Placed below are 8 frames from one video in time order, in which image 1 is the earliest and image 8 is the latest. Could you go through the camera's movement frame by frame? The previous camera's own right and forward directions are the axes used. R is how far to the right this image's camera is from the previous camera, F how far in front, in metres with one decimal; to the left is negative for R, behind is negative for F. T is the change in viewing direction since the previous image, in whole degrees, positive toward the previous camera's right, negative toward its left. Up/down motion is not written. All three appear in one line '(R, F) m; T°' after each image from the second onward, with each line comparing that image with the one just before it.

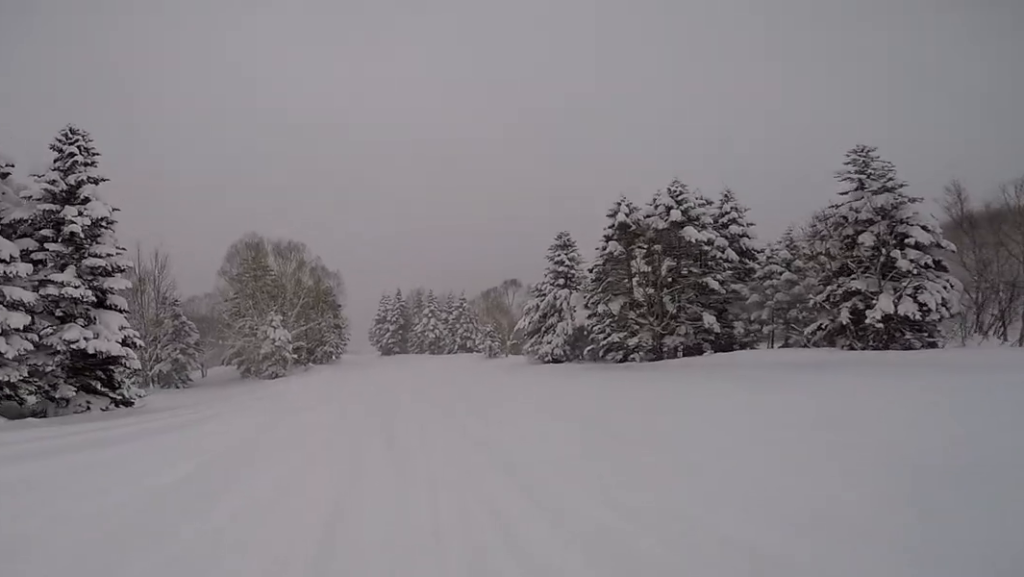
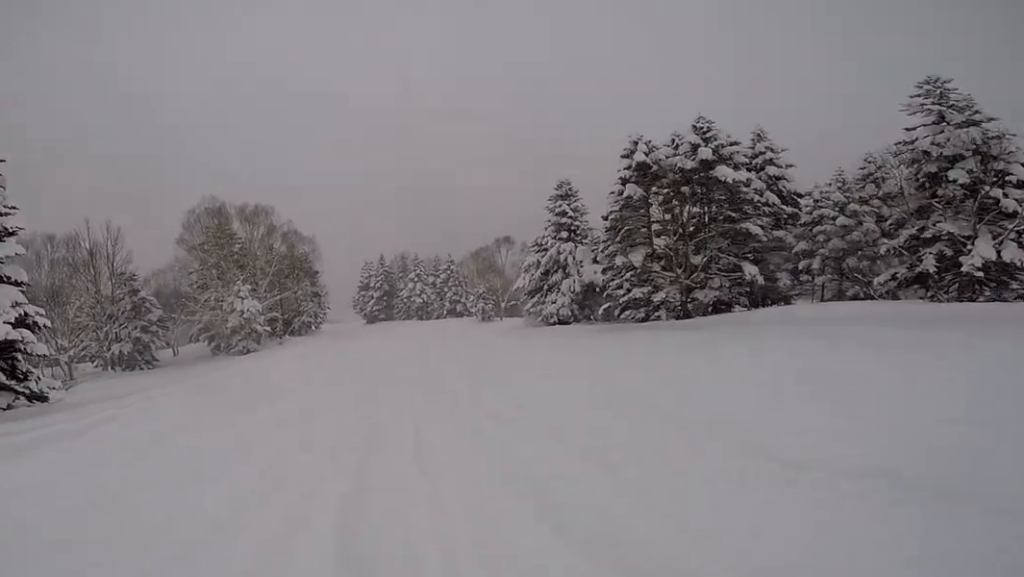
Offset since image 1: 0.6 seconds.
(+0.4, +4.8) m; +6°
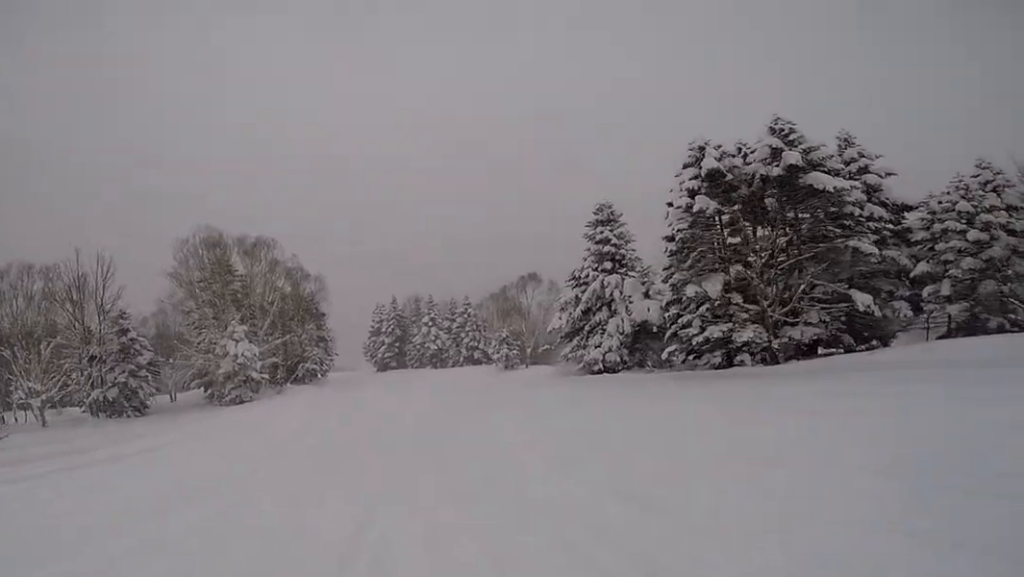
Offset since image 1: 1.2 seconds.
(+0.3, +5.3) m; +7°
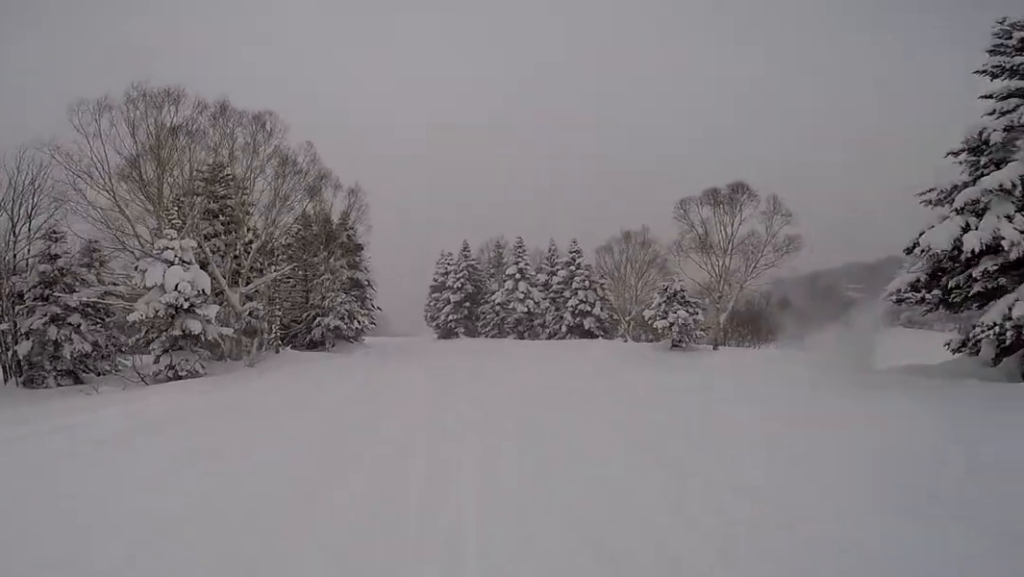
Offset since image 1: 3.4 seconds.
(-2.4, +18.8) m; -14°
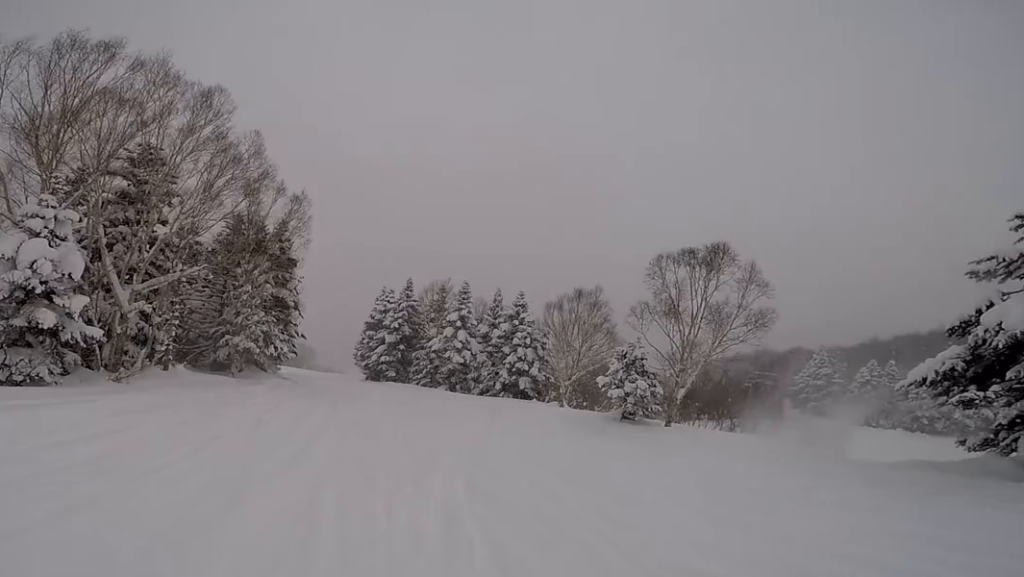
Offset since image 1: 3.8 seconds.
(+0.5, +4.0) m; -2°
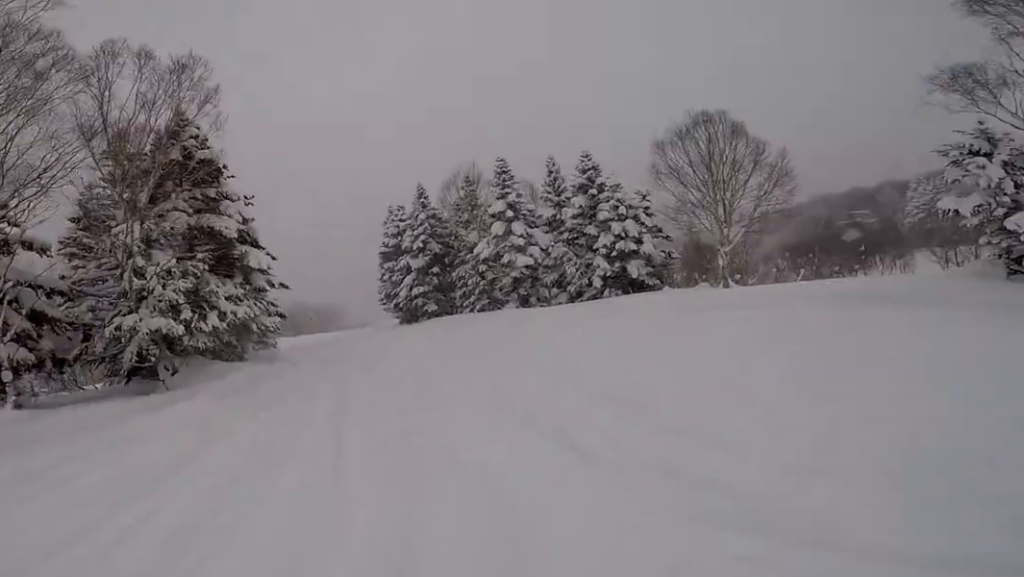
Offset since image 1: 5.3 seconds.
(-1.2, +13.6) m; +1°
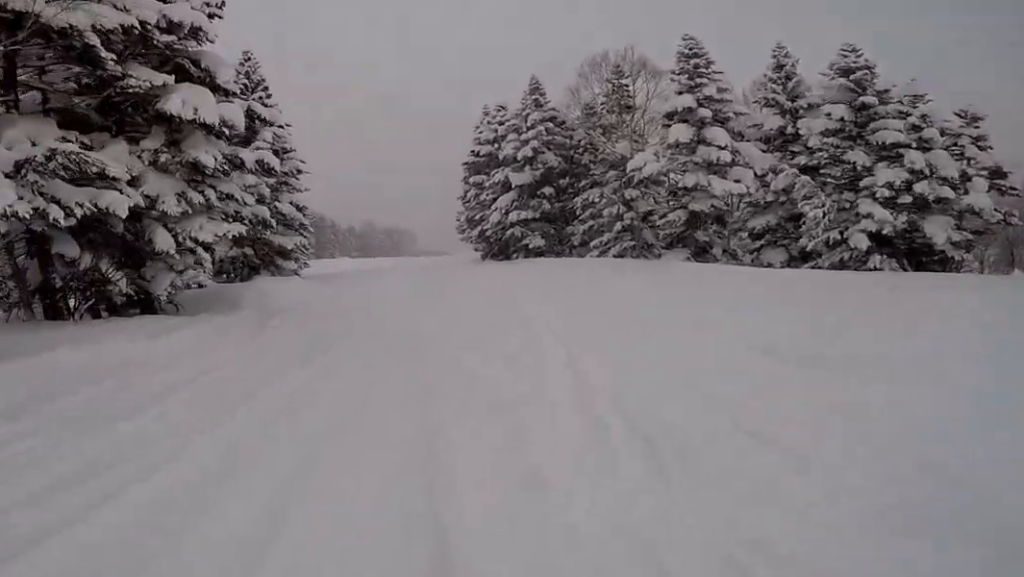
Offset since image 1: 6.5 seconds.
(+1.9, +11.4) m; +7°
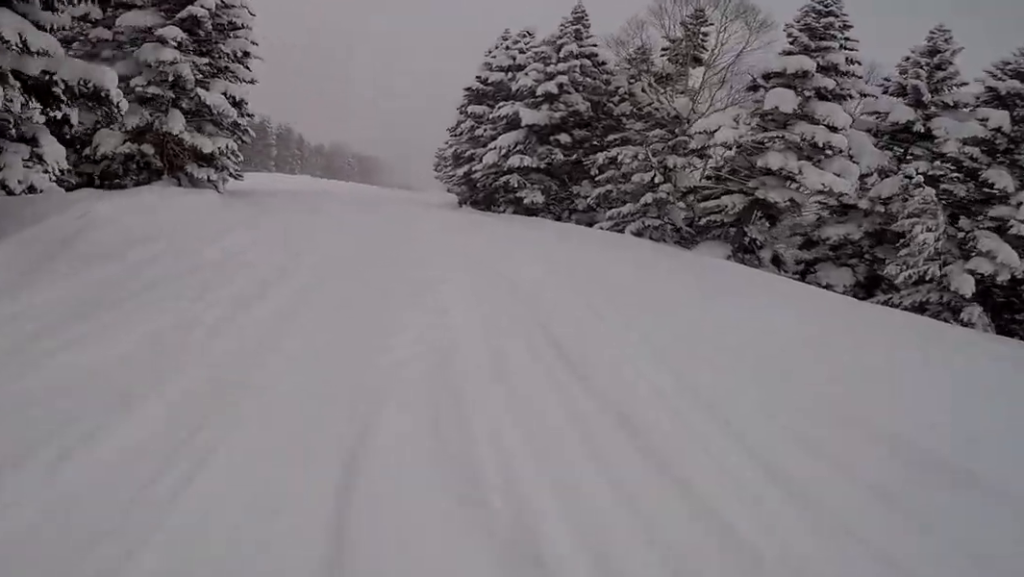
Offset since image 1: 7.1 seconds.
(+0.3, +5.3) m; -4°
